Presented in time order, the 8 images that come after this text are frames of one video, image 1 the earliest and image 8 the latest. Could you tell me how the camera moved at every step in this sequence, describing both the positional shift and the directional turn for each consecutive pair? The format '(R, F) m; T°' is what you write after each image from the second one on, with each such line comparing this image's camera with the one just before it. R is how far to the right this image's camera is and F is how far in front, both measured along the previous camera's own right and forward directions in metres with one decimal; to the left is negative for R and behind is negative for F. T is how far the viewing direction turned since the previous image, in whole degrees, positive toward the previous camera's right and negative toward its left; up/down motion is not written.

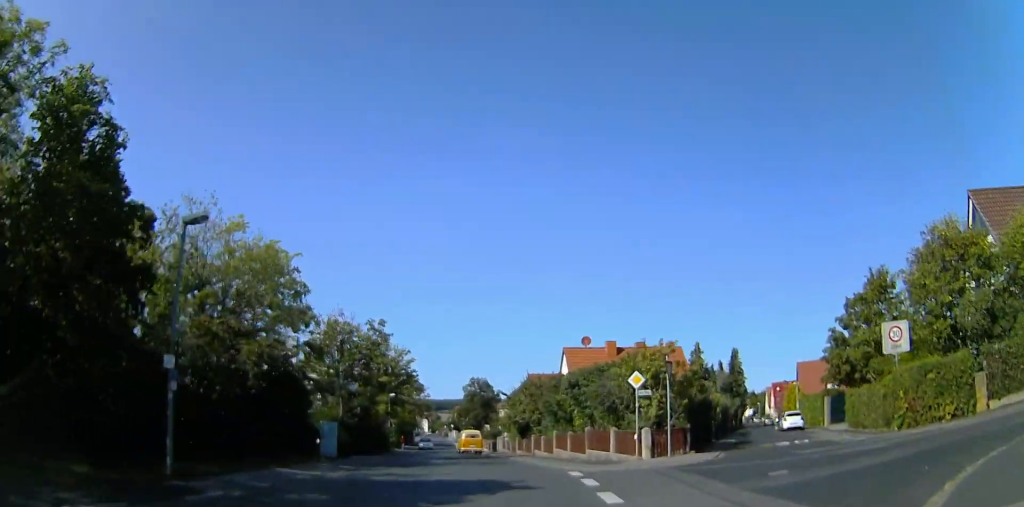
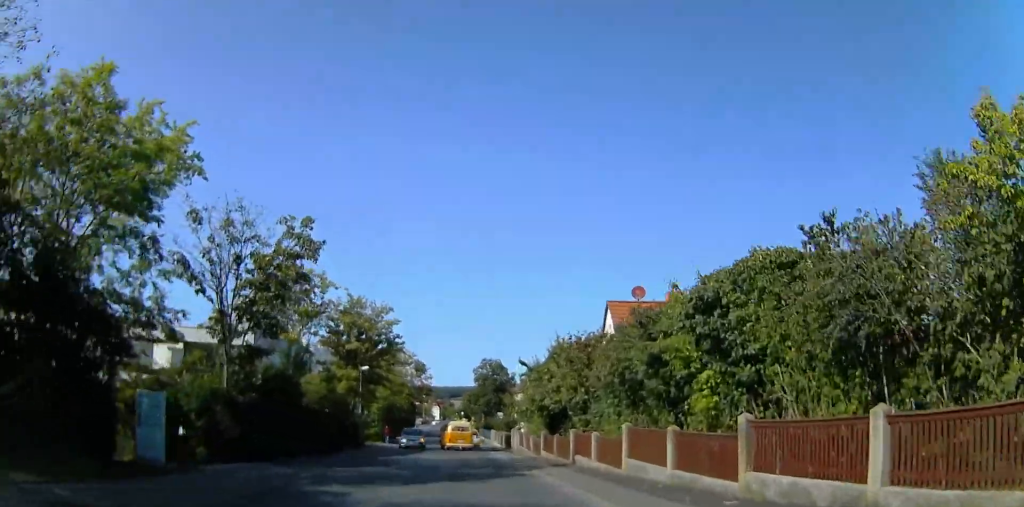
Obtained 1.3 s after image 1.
(-1.5, +16.5) m; -3°
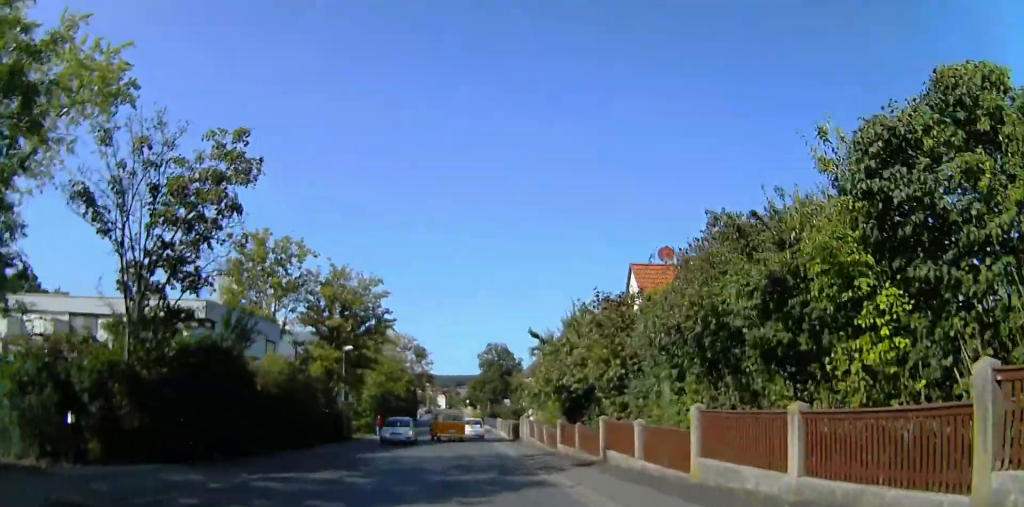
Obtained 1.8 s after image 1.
(+0.3, +5.9) m; 0°
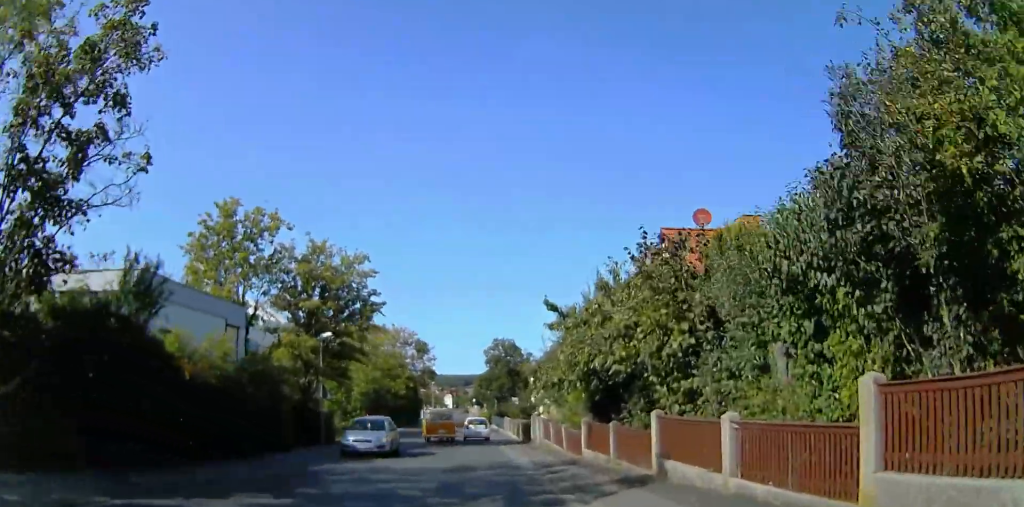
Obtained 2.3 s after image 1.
(+0.7, +5.9) m; +1°
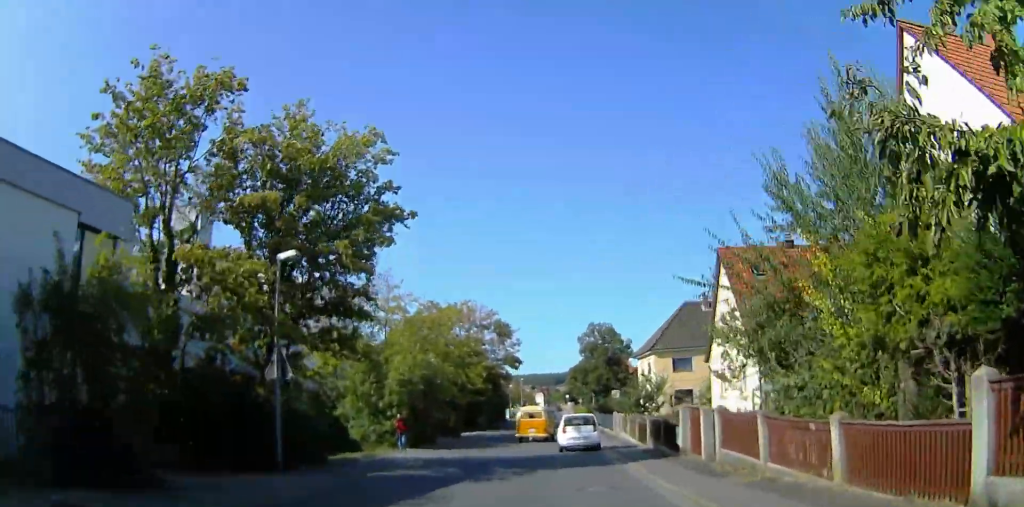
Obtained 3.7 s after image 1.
(-1.3, +15.7) m; -6°
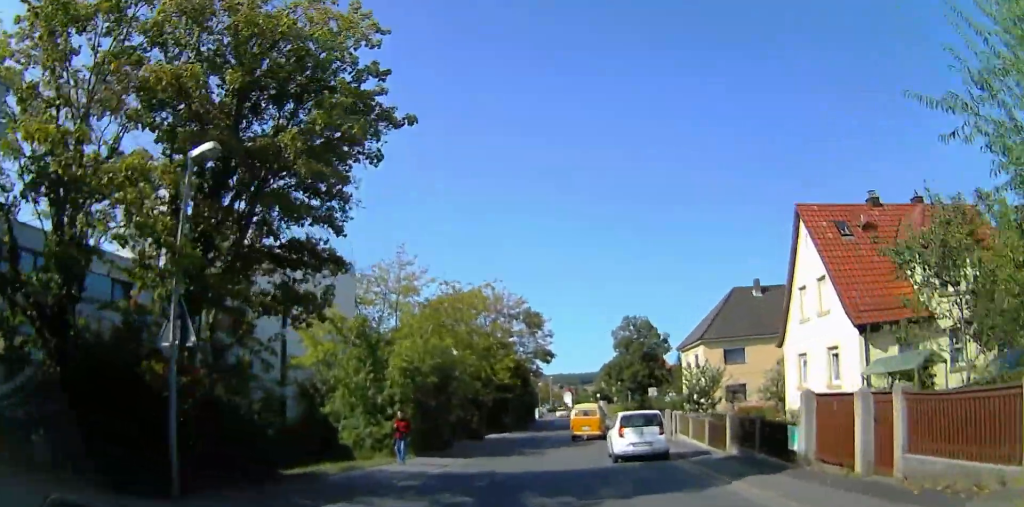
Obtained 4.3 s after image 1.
(0.0, +6.6) m; 0°
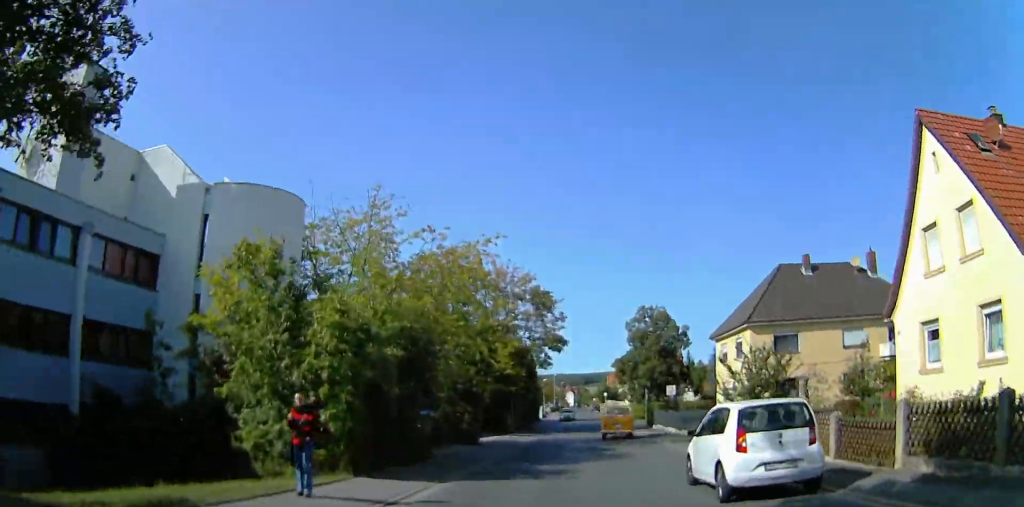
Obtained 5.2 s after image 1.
(0.0, +9.3) m; -1°
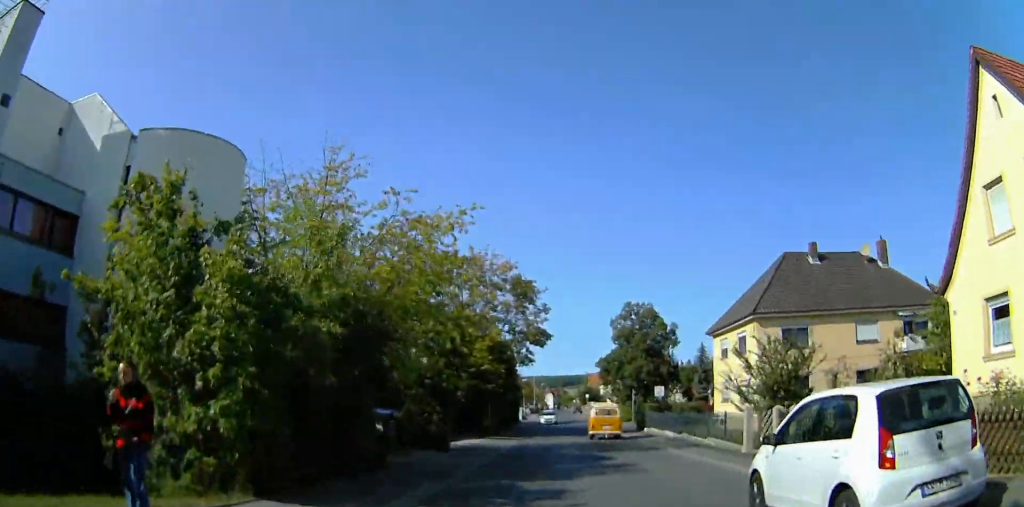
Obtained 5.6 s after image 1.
(0.0, +4.3) m; -1°
